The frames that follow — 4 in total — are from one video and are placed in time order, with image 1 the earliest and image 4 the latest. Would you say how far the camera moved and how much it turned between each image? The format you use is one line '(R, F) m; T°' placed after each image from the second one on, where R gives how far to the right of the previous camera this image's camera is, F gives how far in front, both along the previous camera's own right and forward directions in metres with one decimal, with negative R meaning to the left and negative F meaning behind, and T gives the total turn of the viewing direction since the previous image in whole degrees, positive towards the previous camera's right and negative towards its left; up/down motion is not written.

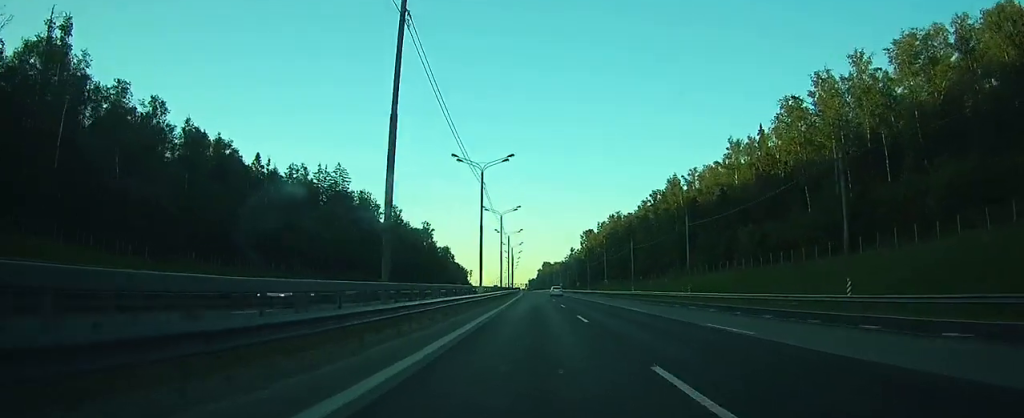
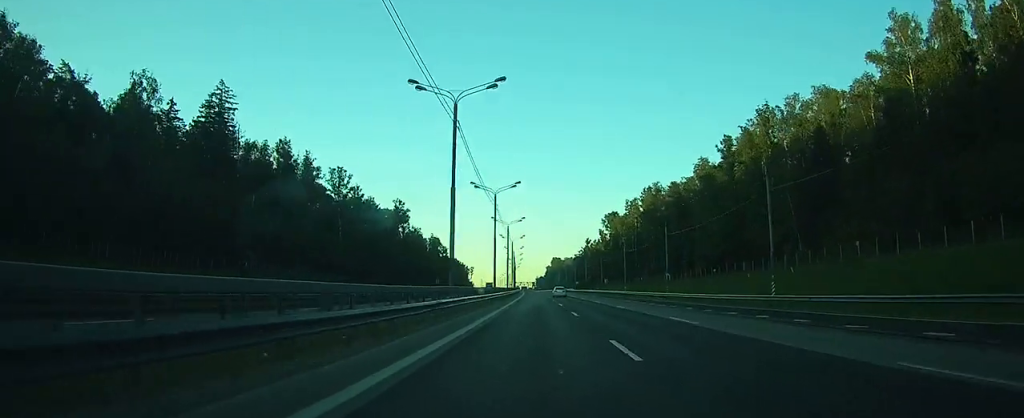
(0.0, +58.8) m; 0°
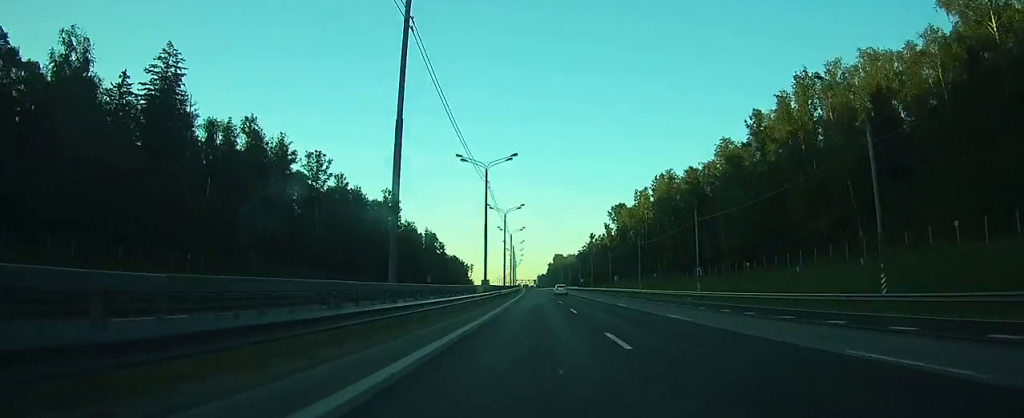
(+0.1, +14.5) m; 0°
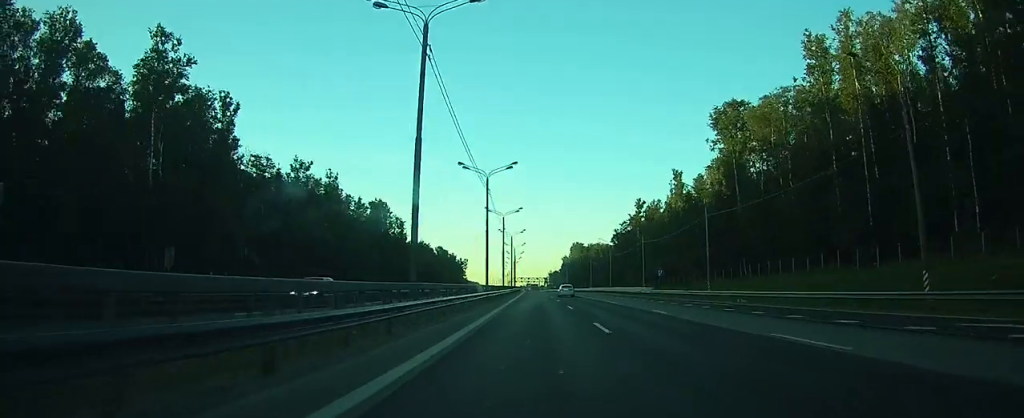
(-1.7, +108.1) m; -1°
